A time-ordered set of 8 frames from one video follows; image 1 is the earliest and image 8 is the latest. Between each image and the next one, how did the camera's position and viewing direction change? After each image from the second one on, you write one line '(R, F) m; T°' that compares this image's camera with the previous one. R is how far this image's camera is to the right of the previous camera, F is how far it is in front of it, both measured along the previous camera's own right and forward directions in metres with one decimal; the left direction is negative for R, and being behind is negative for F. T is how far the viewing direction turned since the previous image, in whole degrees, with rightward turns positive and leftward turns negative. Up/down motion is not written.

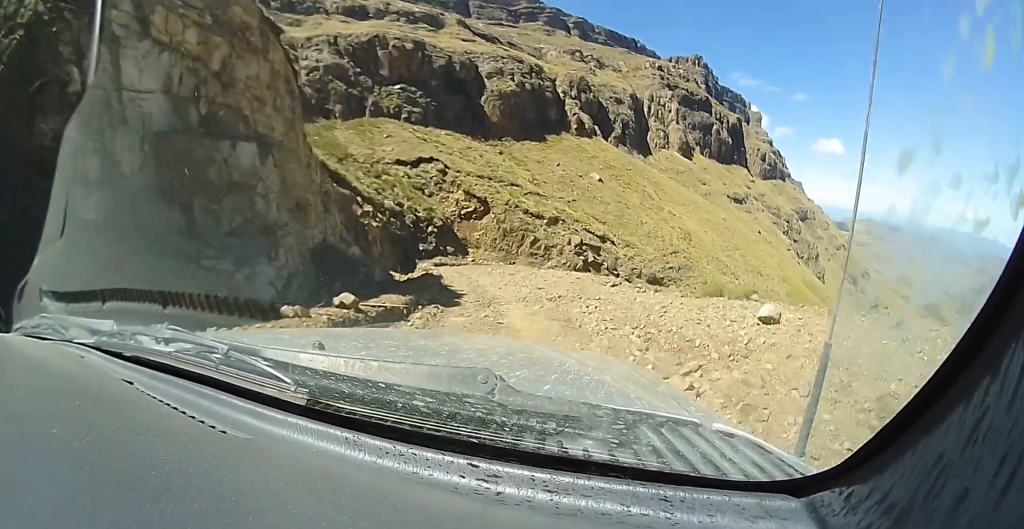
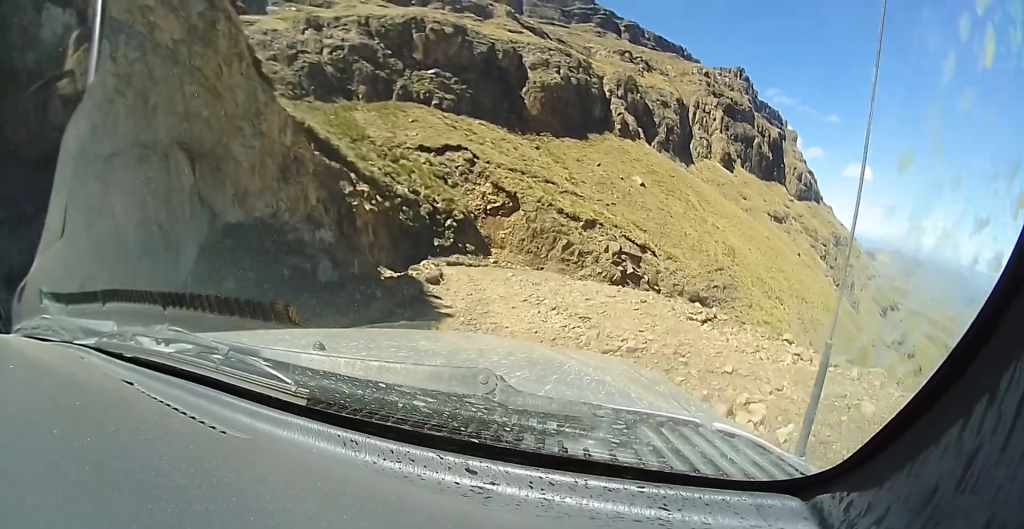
(-0.6, +6.8) m; -4°
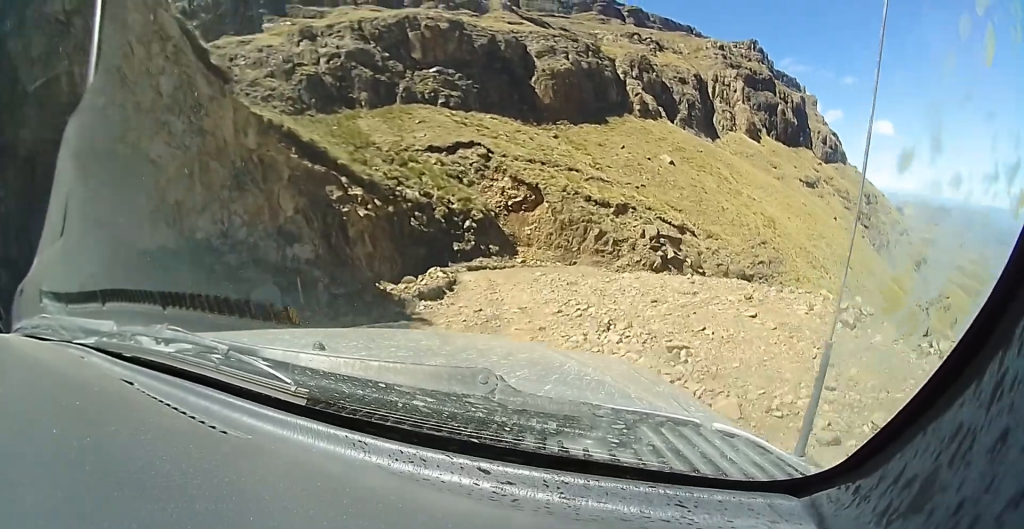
(+0.1, +3.8) m; -1°
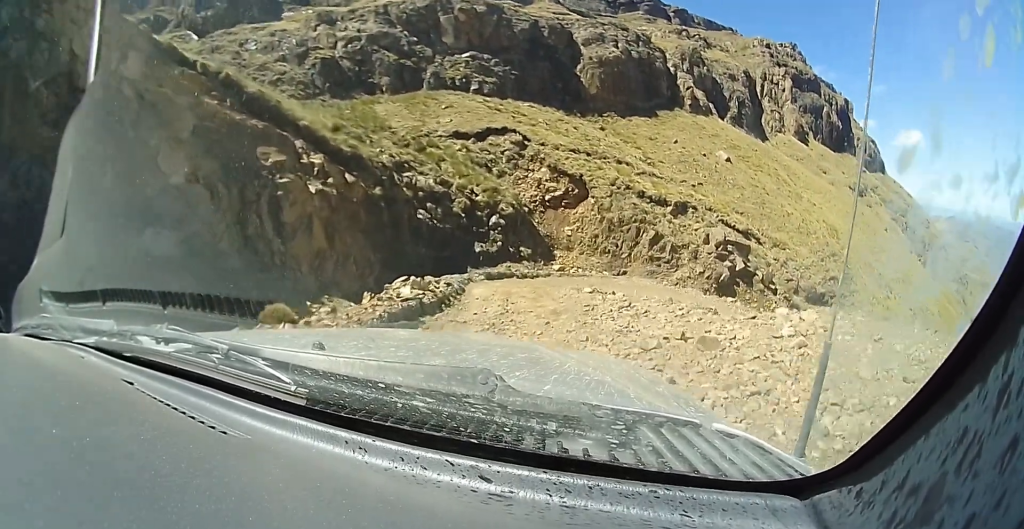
(-0.6, +6.6) m; -17°
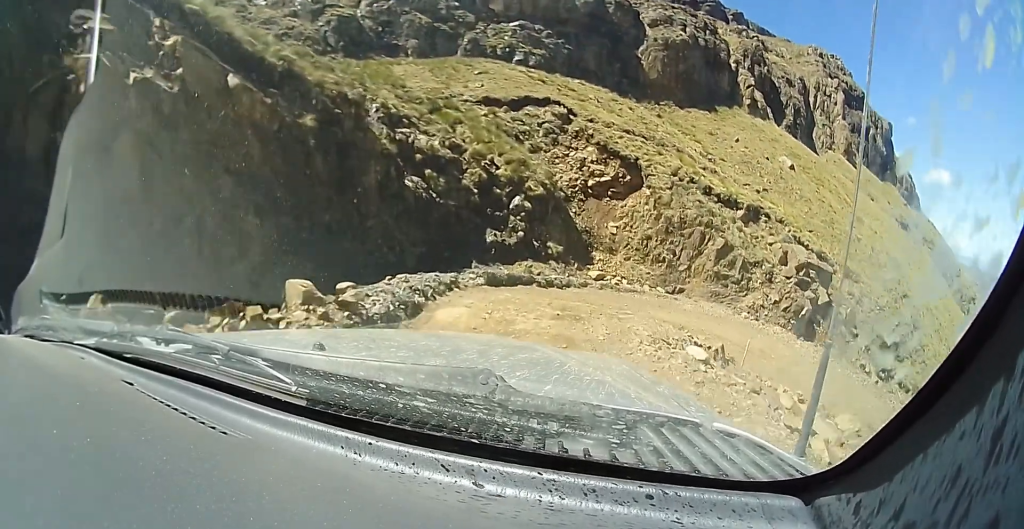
(+0.1, +8.1) m; +8°
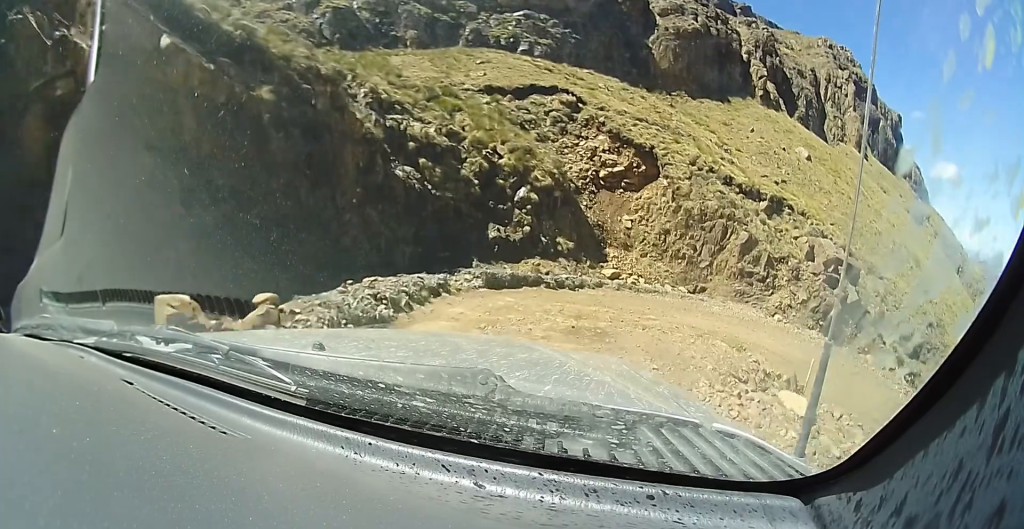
(+0.1, +2.6) m; +4°
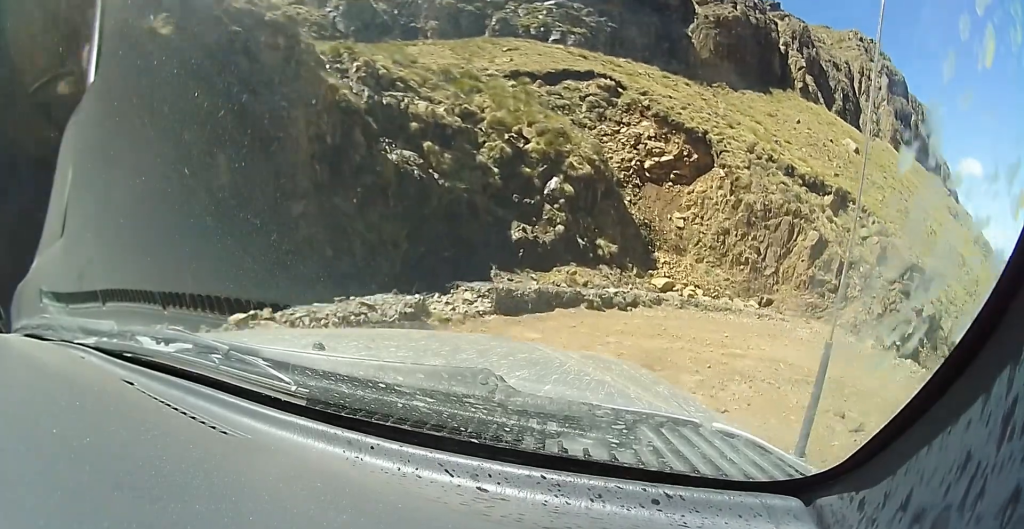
(0.0, +5.1) m; +10°
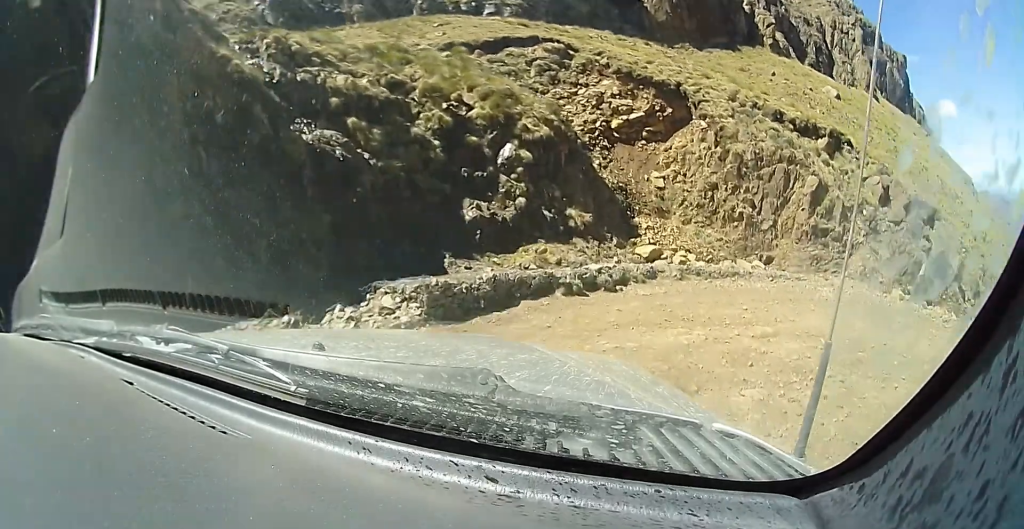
(+0.5, +2.6) m; +10°
